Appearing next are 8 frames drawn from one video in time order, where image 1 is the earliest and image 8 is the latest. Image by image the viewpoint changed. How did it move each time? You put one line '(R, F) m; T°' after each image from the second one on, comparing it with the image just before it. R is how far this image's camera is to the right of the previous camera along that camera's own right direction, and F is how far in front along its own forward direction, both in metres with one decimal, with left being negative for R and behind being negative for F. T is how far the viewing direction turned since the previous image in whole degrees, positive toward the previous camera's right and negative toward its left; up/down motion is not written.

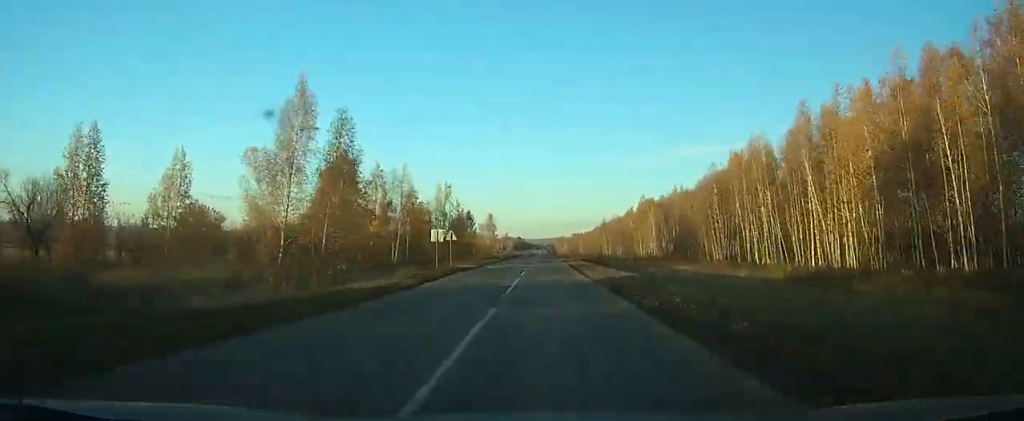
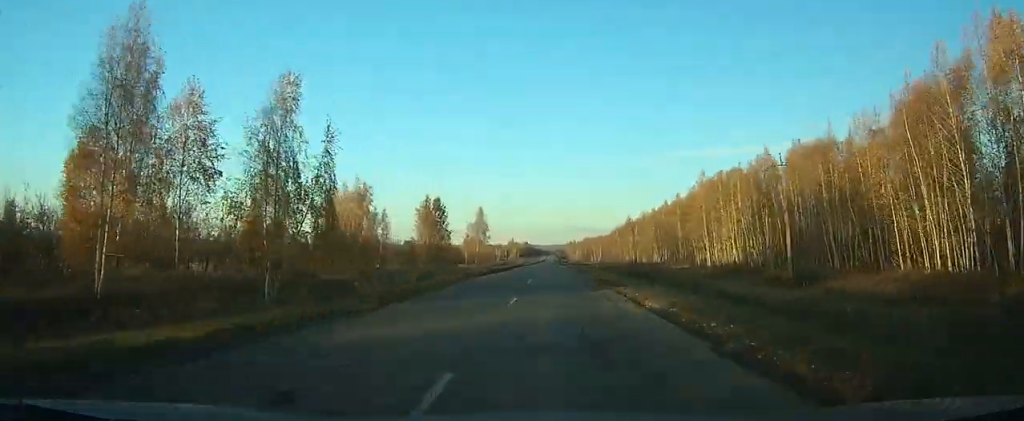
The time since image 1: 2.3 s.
(+1.3, +55.2) m; +2°
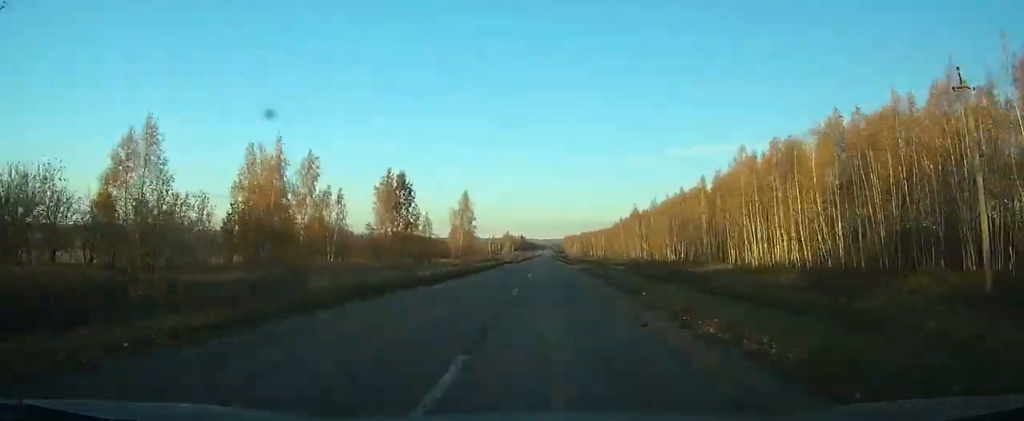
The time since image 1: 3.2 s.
(+0.2, +21.3) m; +1°
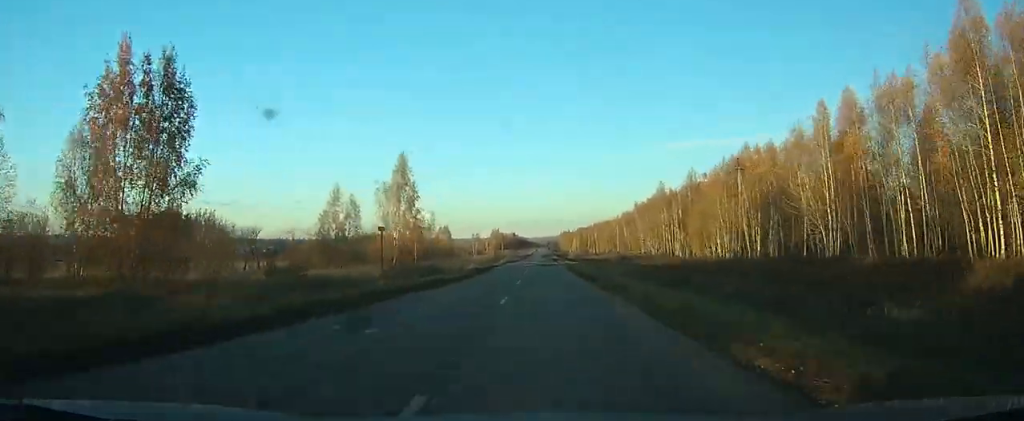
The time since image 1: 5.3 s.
(+0.8, +46.2) m; +2°
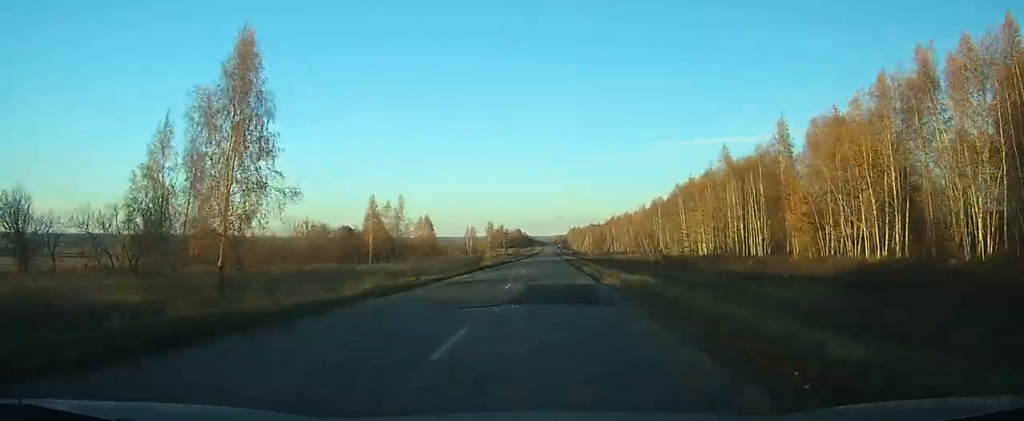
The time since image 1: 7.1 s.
(+0.9, +41.2) m; -1°
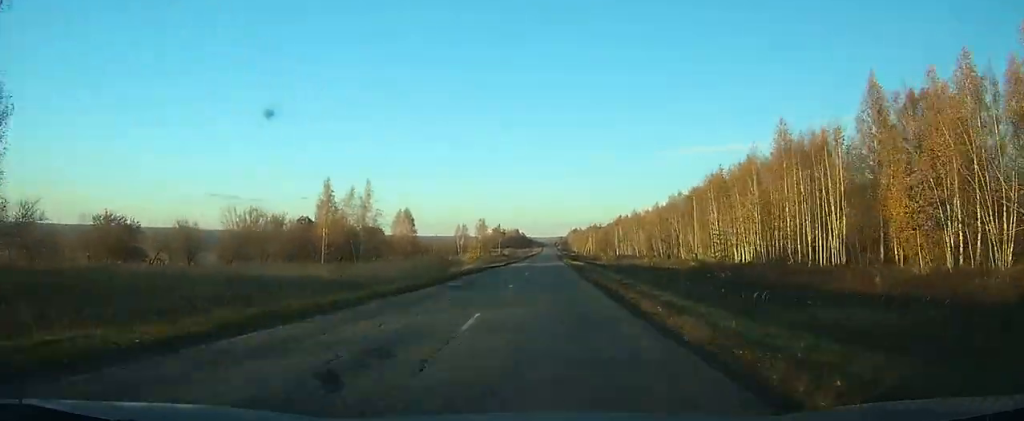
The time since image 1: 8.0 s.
(+1.2, +22.3) m; -2°
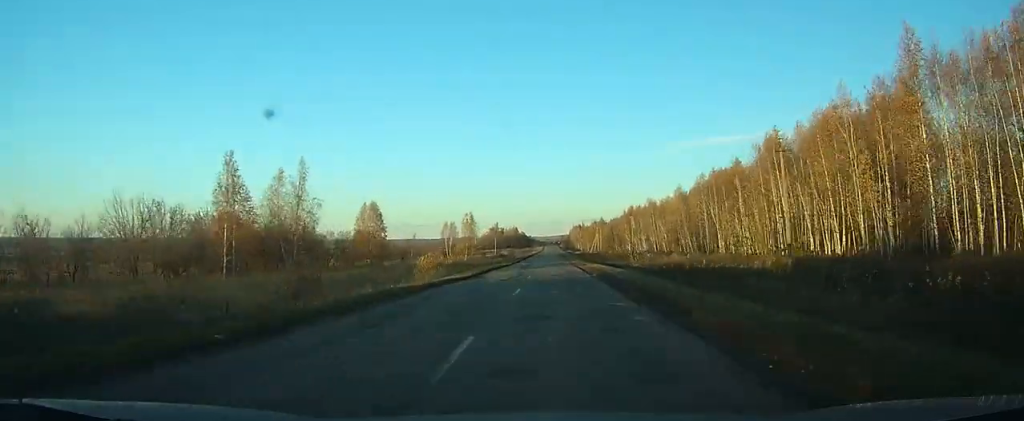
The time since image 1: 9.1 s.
(-1.9, +28.8) m; -2°
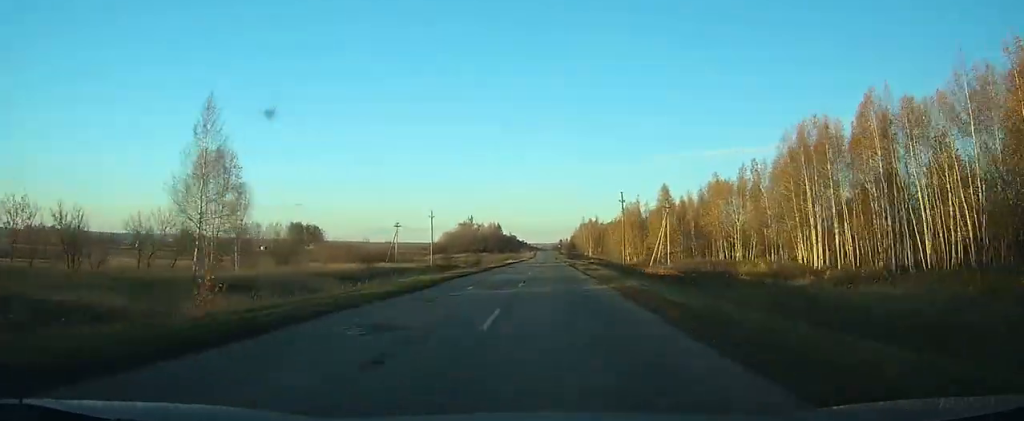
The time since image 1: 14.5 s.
(+0.5, +131.7) m; +2°
